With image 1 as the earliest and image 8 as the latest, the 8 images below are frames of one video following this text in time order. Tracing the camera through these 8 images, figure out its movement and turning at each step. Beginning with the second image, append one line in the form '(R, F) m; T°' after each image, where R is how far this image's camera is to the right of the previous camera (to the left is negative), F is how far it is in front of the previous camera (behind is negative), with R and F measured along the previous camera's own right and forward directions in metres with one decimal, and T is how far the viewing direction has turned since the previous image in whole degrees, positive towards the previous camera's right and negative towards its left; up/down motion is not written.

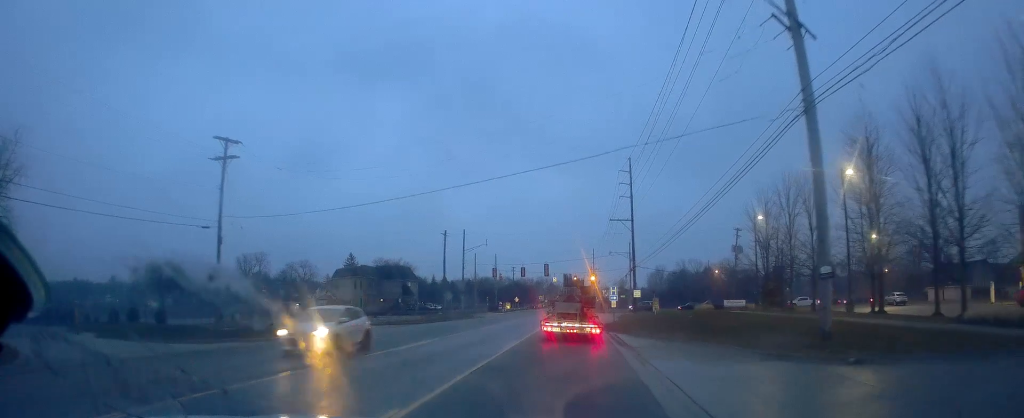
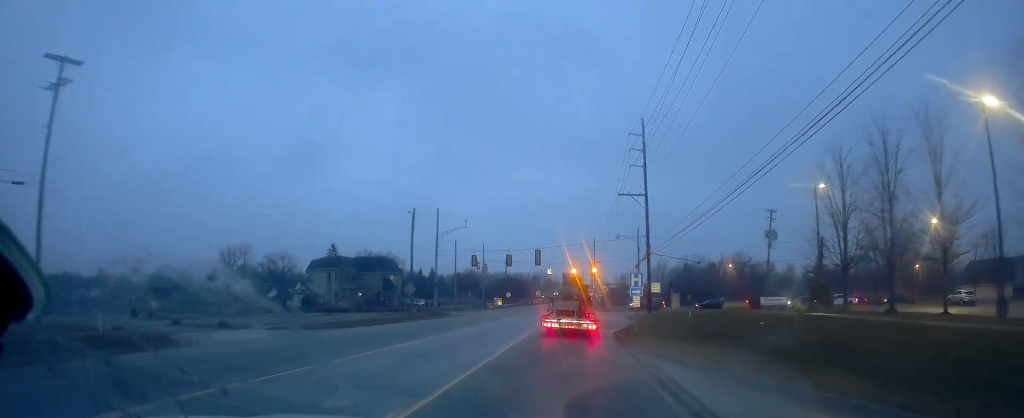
(-0.1, +16.3) m; -1°
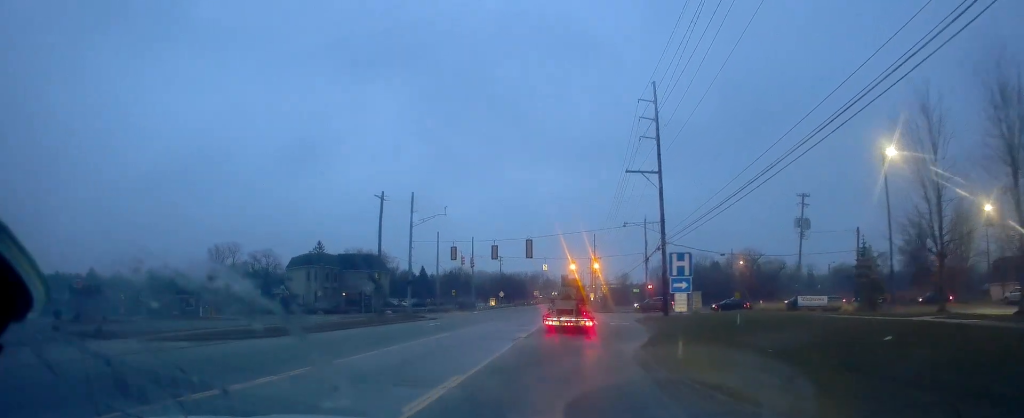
(-0.2, +11.4) m; -1°
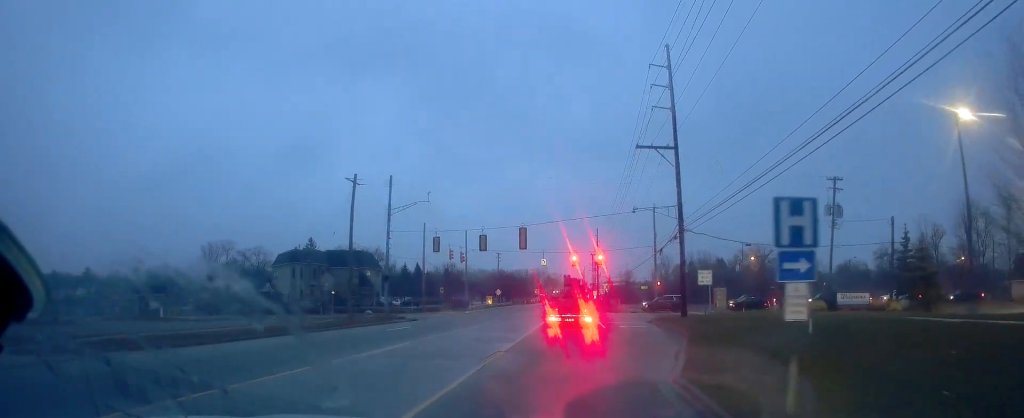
(-0.2, +8.3) m; +1°
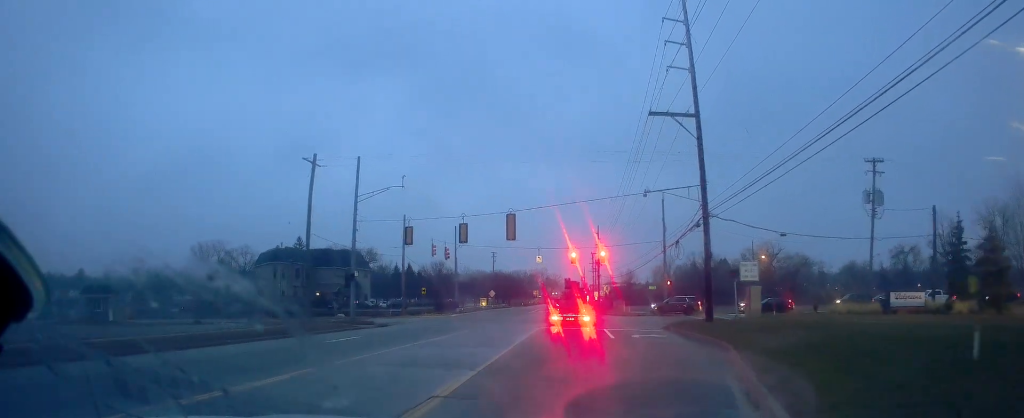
(+0.5, +9.1) m; +3°
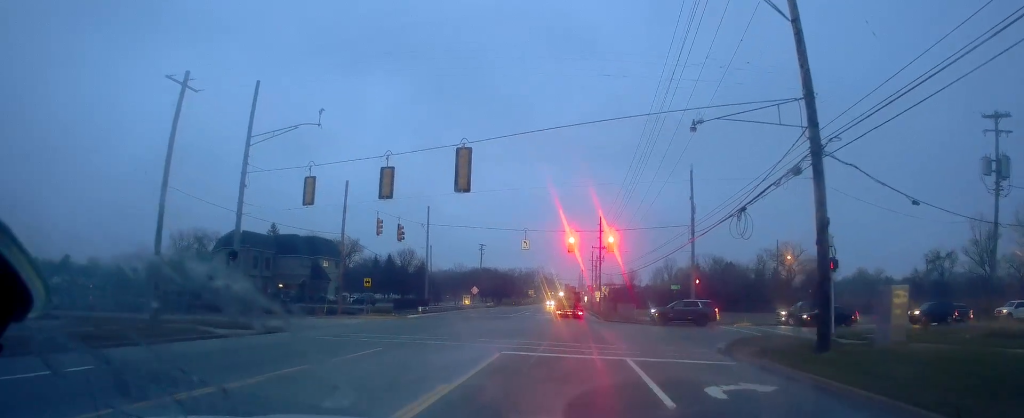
(0.0, +18.1) m; 0°
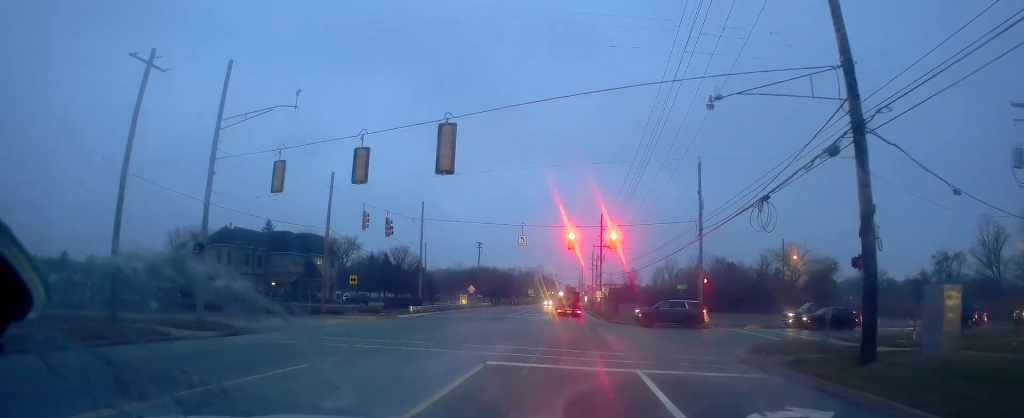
(0.0, +3.4) m; 0°
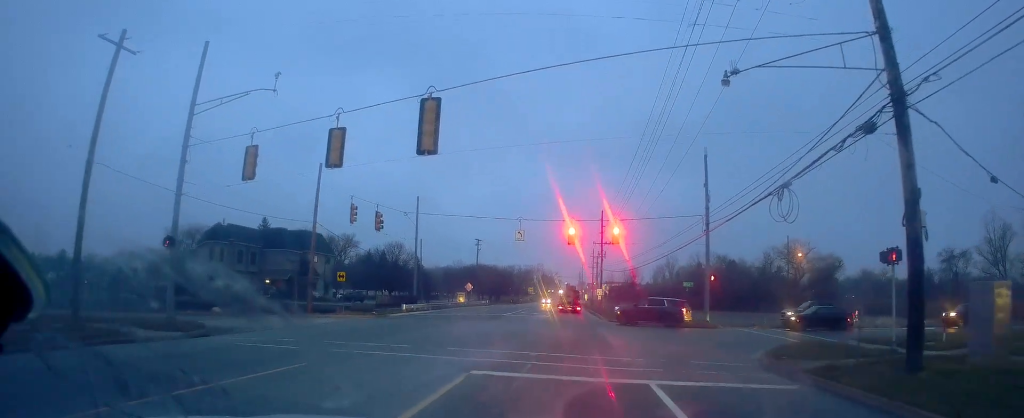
(0.0, +2.5) m; 0°
